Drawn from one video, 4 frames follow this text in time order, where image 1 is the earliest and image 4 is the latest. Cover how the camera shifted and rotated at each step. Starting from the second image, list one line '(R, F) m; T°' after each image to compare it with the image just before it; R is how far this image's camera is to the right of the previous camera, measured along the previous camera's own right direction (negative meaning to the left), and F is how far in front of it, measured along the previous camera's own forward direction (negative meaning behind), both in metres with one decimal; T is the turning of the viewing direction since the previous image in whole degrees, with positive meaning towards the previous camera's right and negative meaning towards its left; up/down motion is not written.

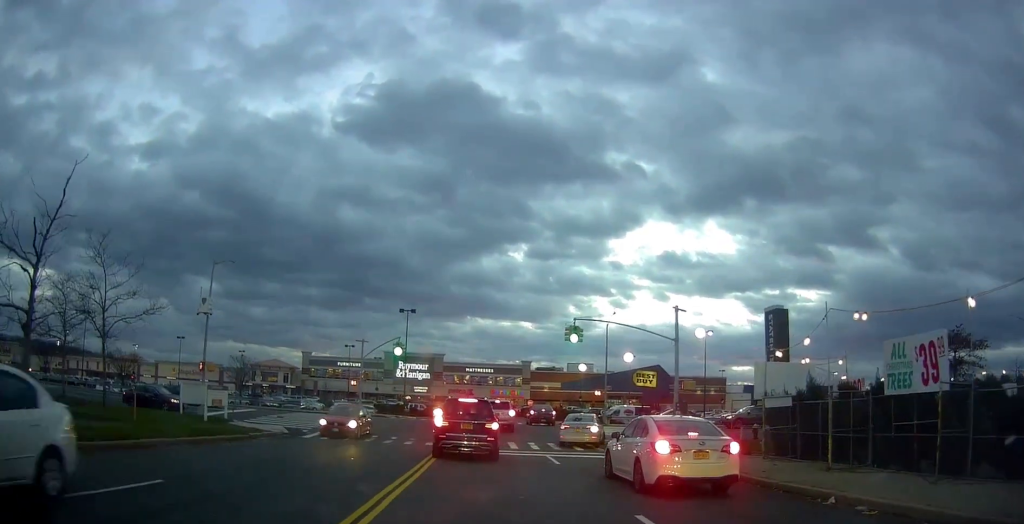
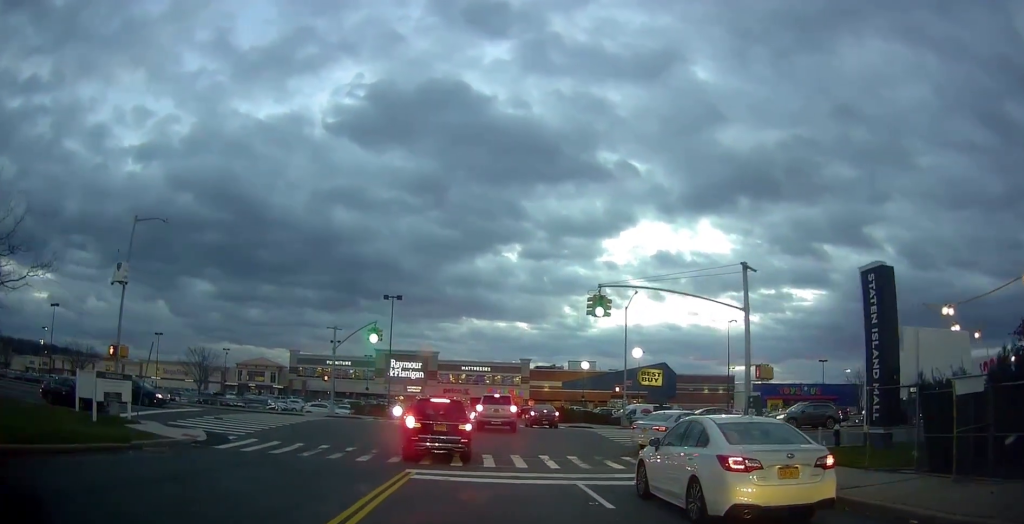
(+0.1, +8.0) m; +1°
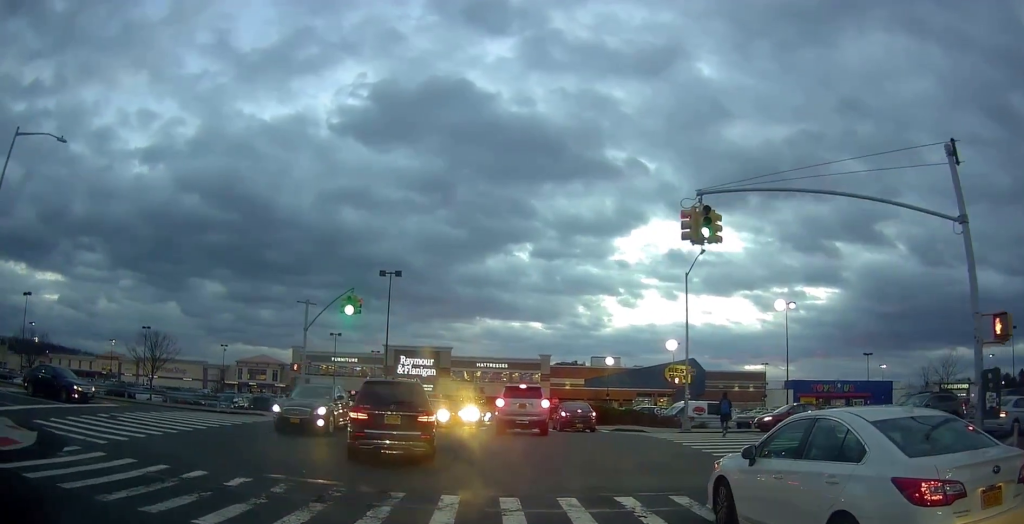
(-0.3, +10.8) m; -4°
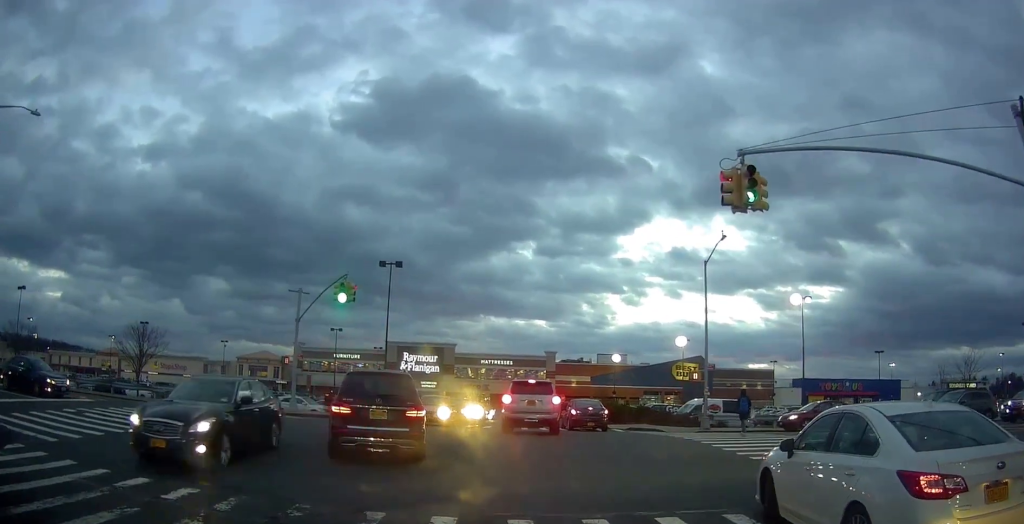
(-0.2, +2.7) m; 0°
